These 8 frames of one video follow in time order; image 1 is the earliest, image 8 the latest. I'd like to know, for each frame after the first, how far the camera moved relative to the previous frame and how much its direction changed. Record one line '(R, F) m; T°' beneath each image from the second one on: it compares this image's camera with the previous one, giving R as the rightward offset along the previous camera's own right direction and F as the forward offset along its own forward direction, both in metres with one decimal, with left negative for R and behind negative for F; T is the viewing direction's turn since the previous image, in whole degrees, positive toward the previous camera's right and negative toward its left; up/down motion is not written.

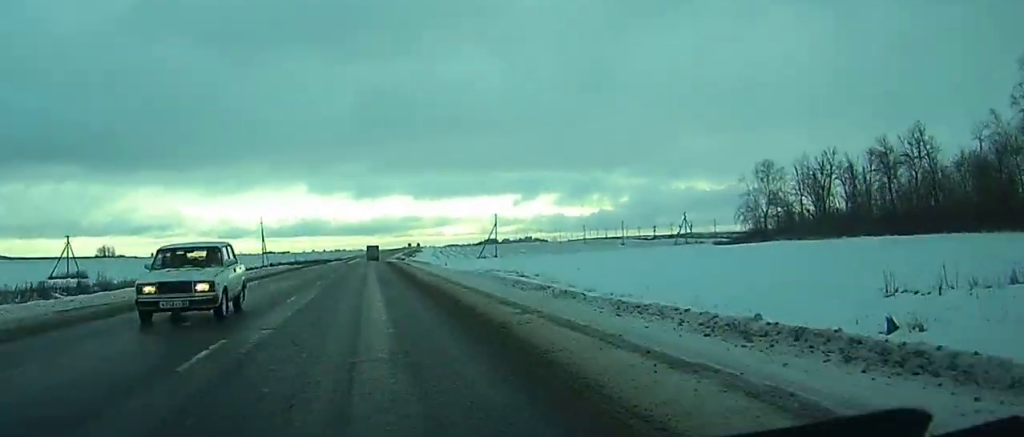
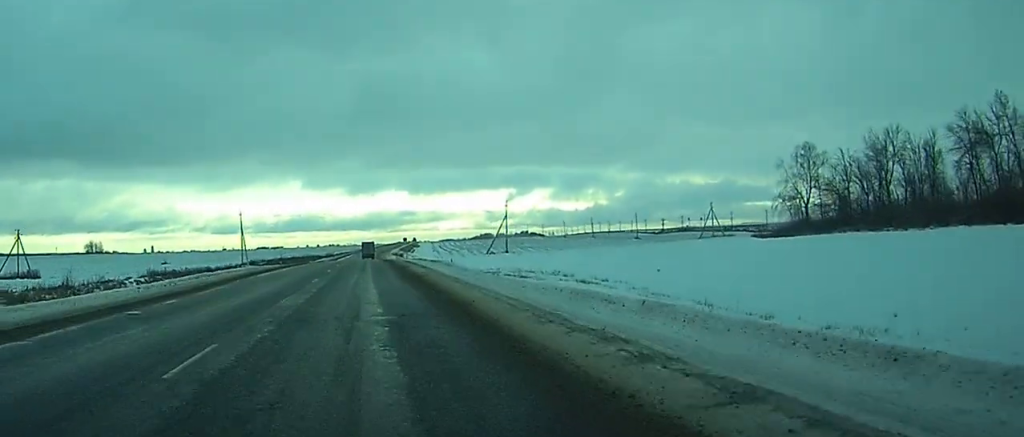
(0.0, +24.5) m; 0°
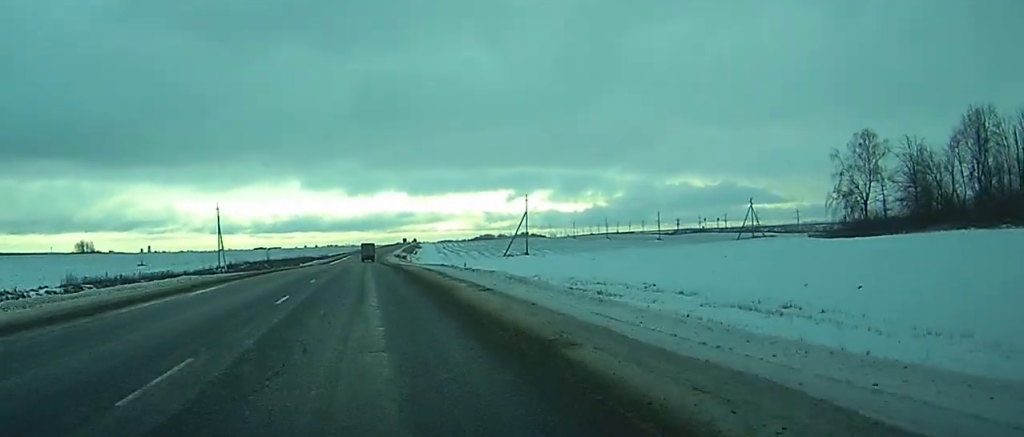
(+0.1, +25.6) m; 0°
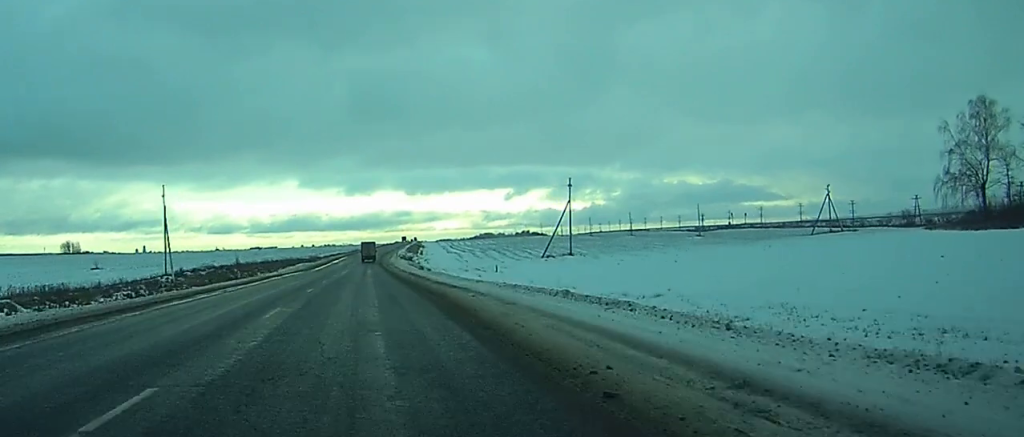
(+0.1, +37.5) m; 0°
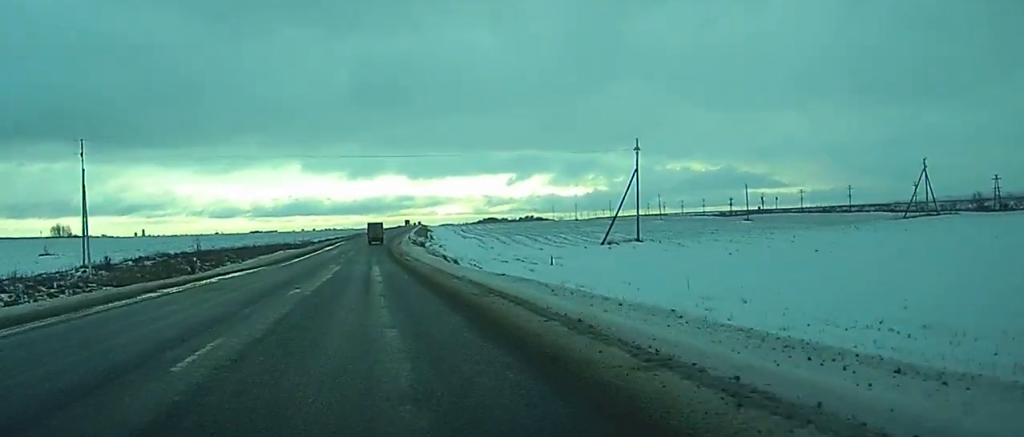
(+0.1, +32.1) m; 0°
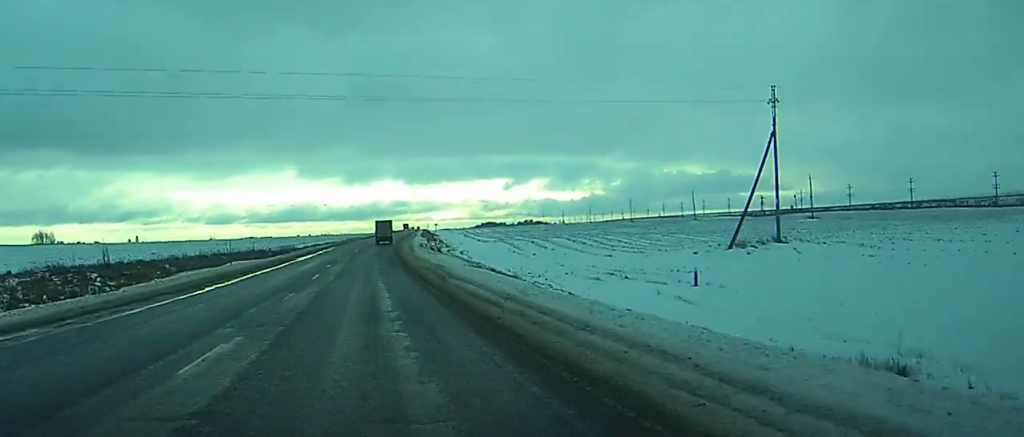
(0.0, +35.8) m; 0°
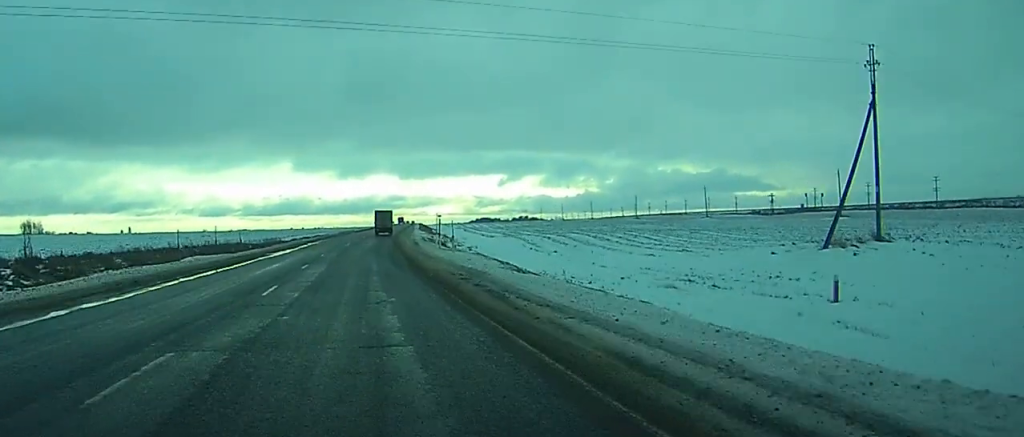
(0.0, +14.6) m; 0°
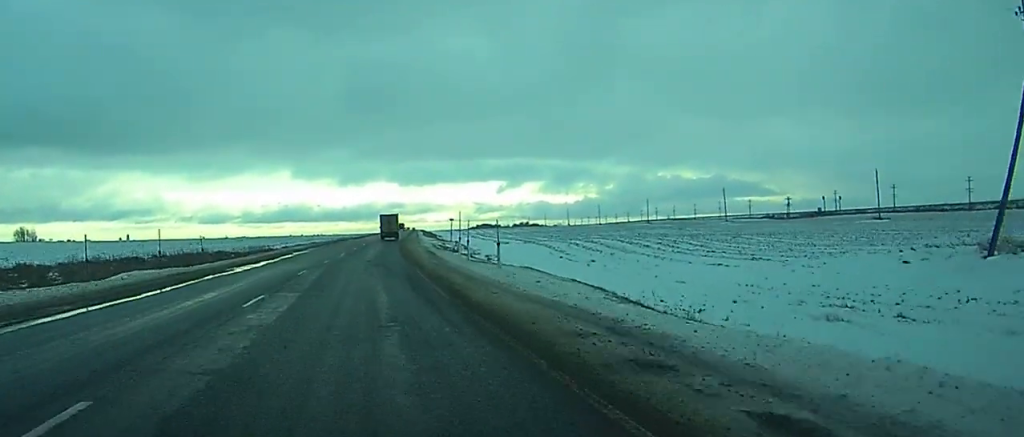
(+0.1, +14.5) m; 0°
